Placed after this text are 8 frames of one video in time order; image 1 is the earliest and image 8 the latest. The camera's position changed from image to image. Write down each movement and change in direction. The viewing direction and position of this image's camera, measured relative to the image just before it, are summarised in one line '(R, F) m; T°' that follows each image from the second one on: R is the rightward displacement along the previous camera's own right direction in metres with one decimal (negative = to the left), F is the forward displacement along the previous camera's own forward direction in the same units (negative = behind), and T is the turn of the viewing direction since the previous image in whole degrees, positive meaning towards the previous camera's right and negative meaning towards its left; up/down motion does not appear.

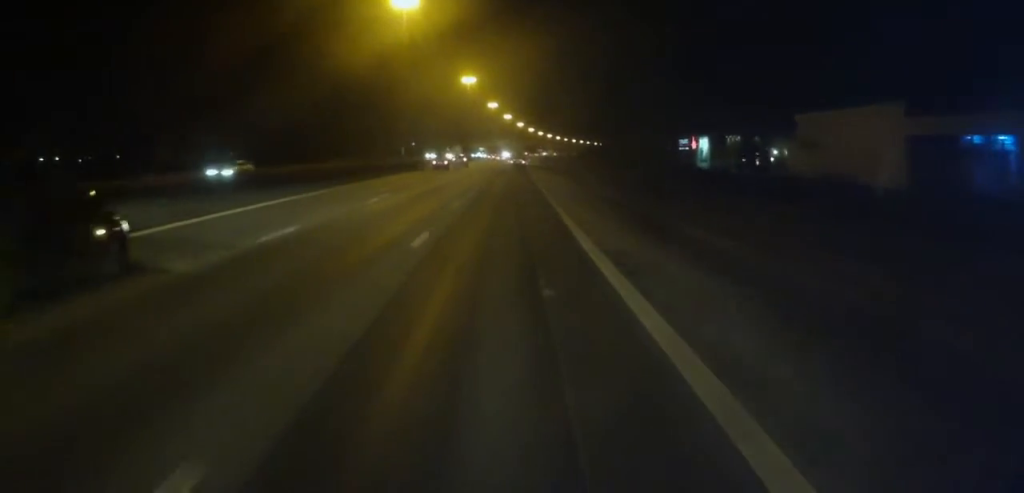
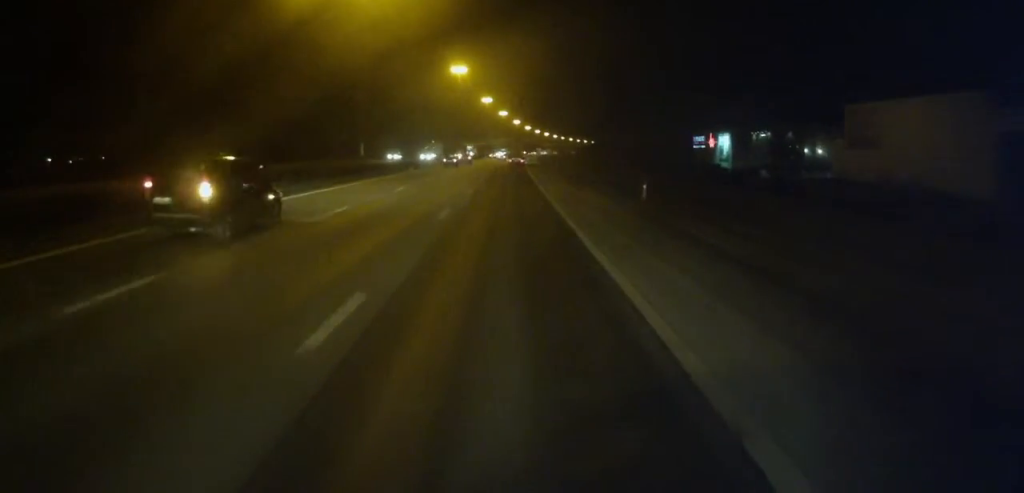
(0.0, +19.6) m; 0°
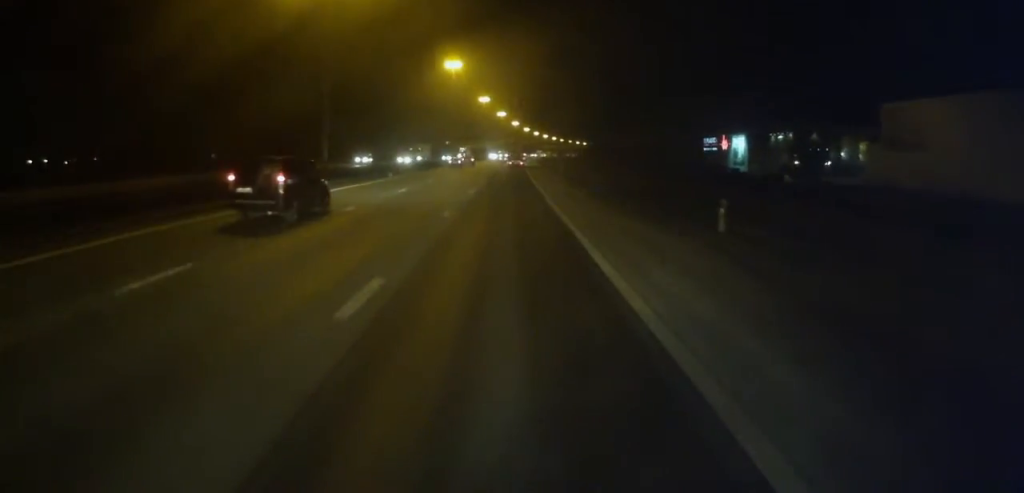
(+0.1, +11.0) m; 0°
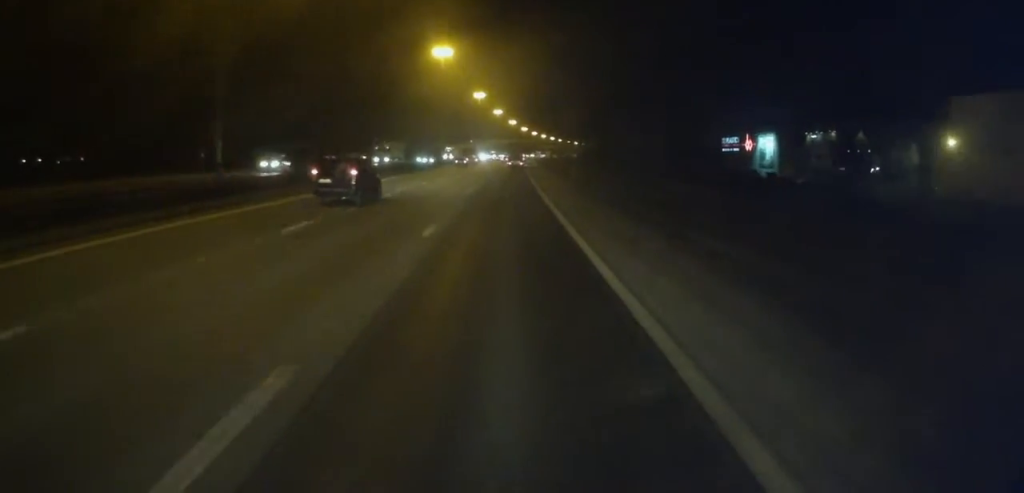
(0.0, +17.2) m; 0°
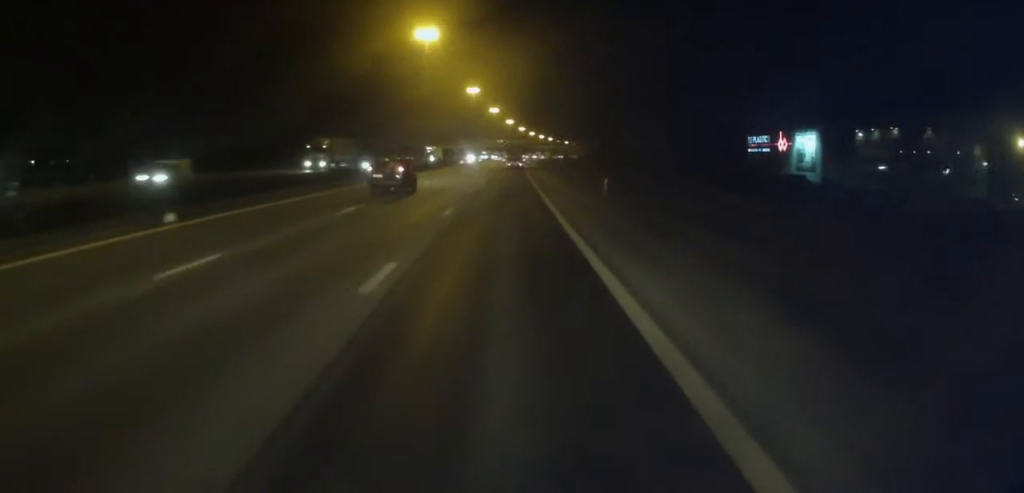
(-0.1, +18.7) m; +1°
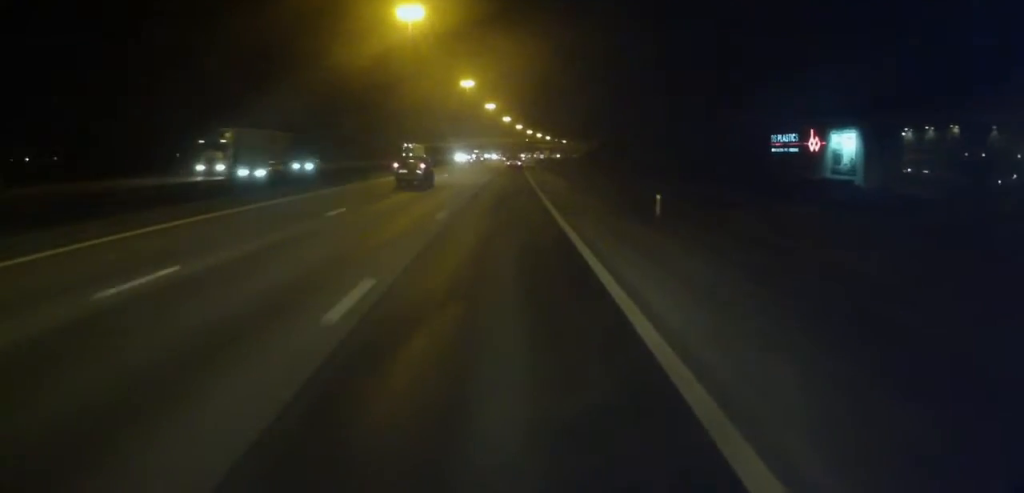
(+0.3, +14.1) m; 0°
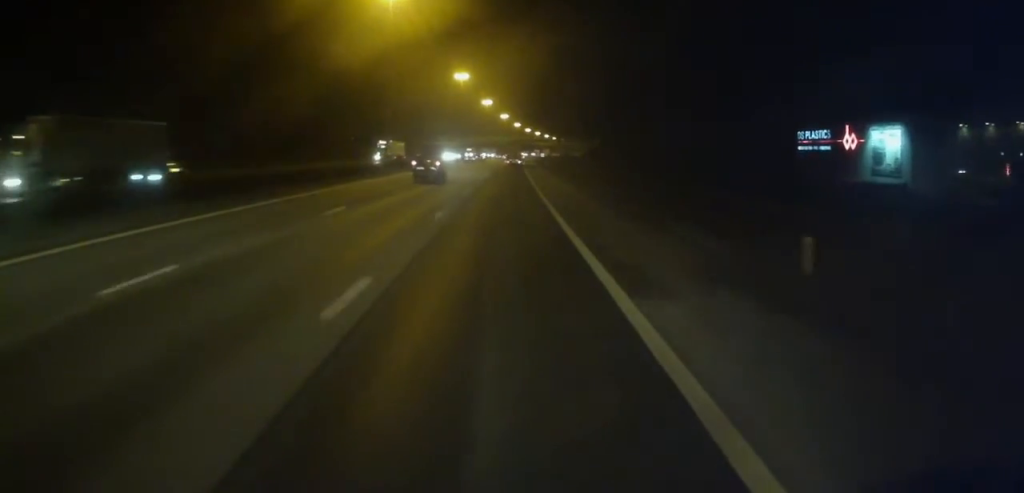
(0.0, +12.5) m; 0°
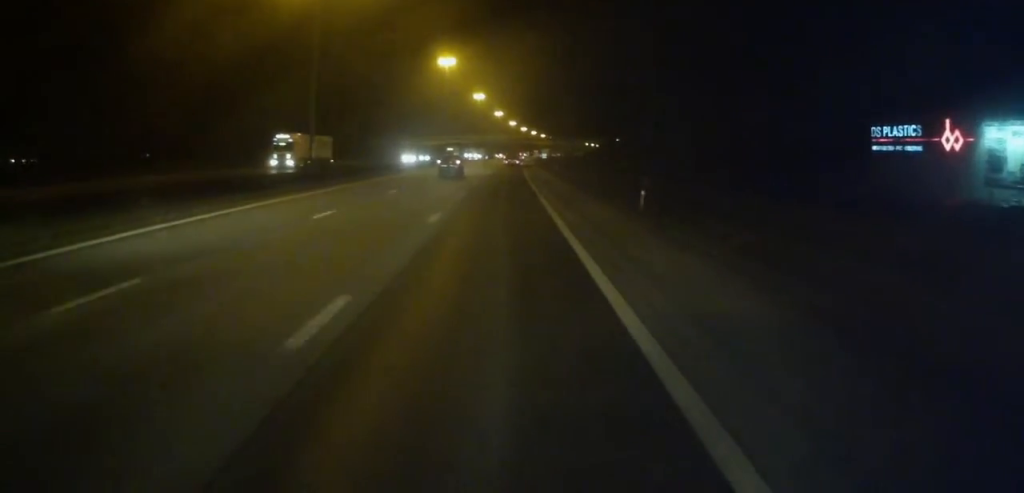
(-0.1, +25.9) m; +1°
